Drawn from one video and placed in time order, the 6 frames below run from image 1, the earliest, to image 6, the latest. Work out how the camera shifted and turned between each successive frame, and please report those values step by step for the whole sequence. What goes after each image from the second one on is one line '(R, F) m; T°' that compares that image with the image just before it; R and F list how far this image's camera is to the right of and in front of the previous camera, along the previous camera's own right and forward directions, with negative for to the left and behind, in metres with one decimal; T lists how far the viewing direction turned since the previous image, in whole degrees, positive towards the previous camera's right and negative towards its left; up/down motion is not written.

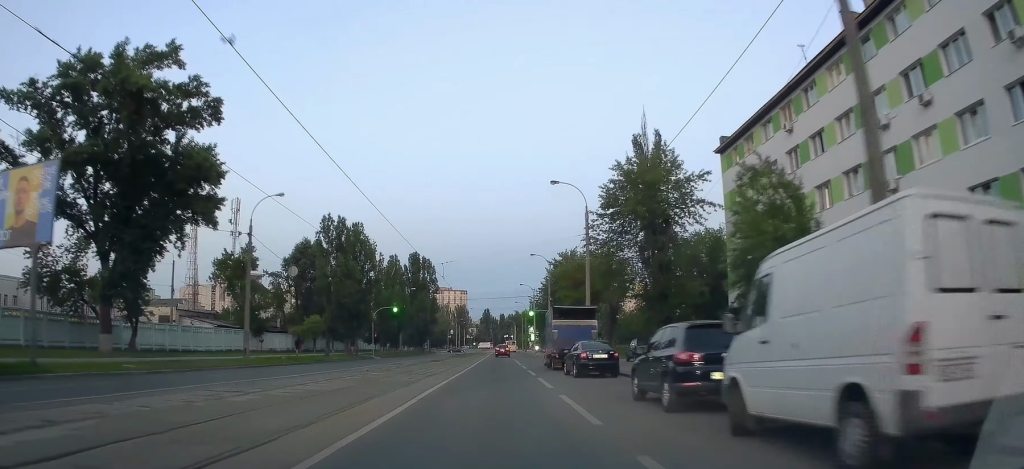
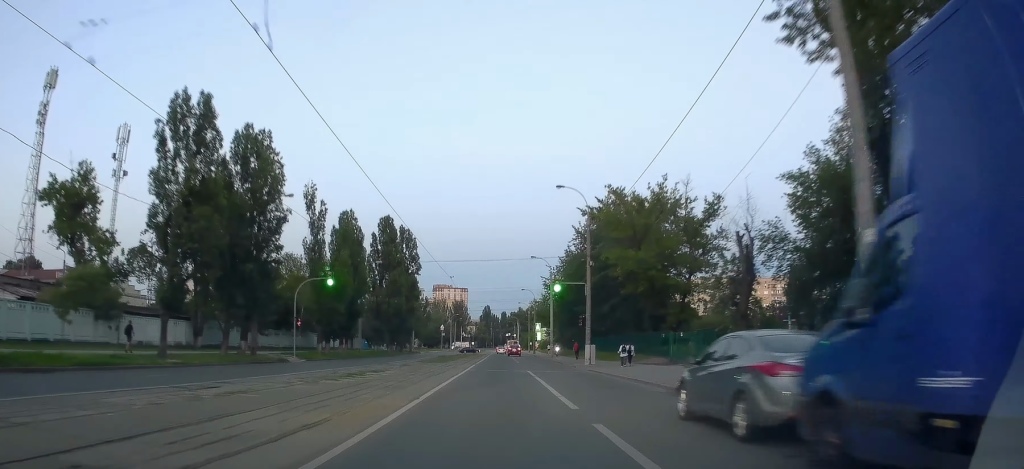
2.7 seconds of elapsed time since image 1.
(+0.2, +29.7) m; +3°
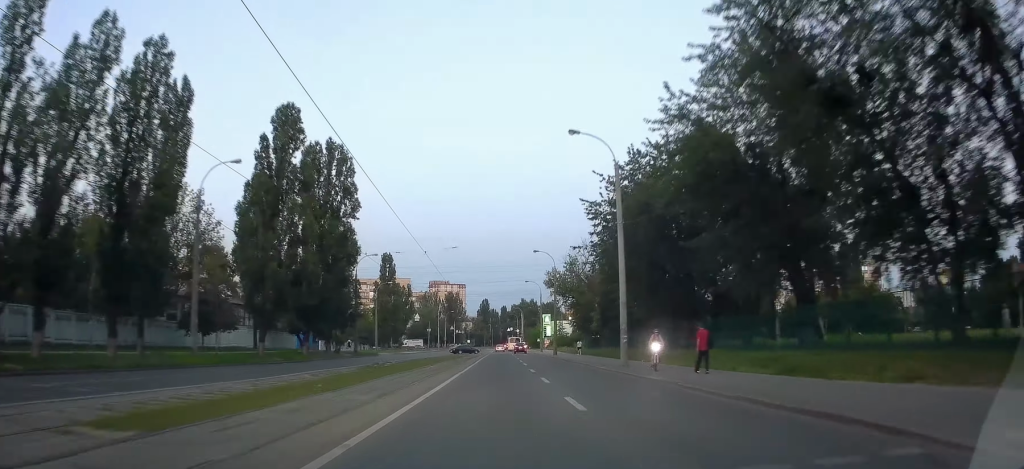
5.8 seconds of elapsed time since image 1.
(+0.6, +41.1) m; -1°
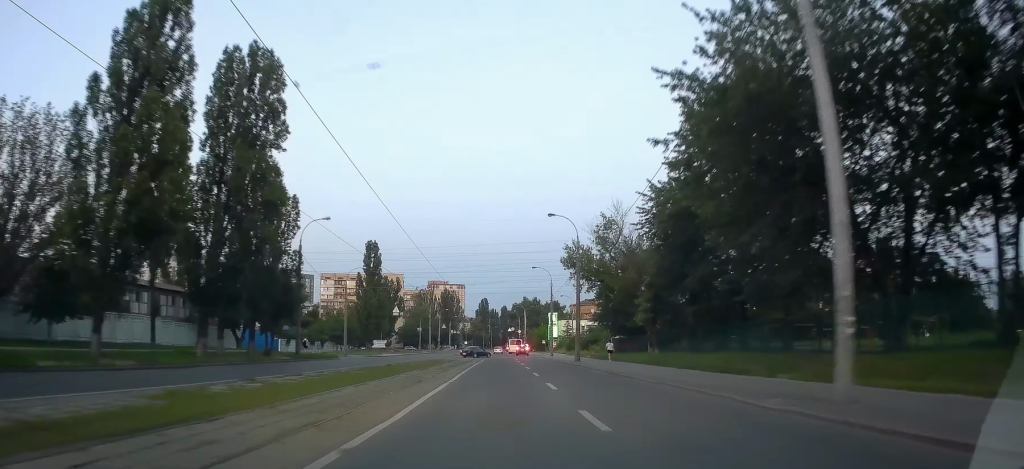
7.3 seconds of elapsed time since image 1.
(-0.2, +19.8) m; 0°
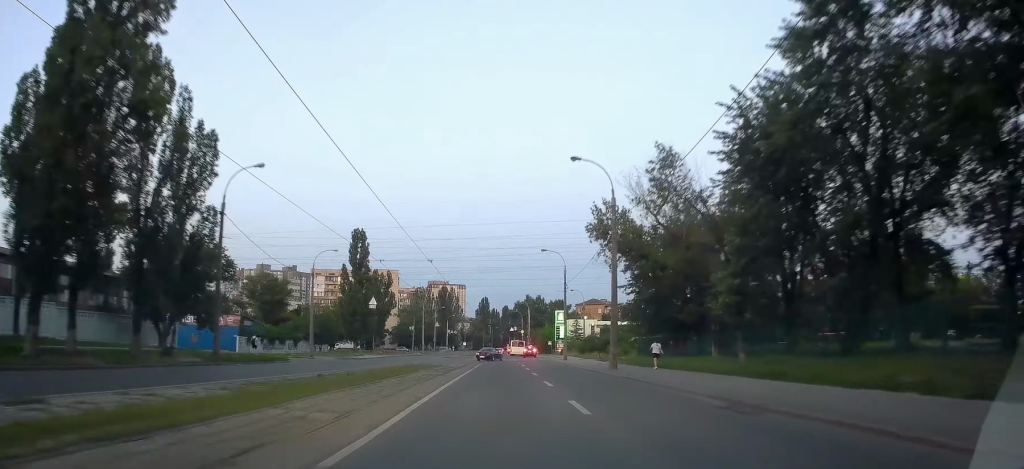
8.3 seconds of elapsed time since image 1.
(-0.1, +14.8) m; 0°
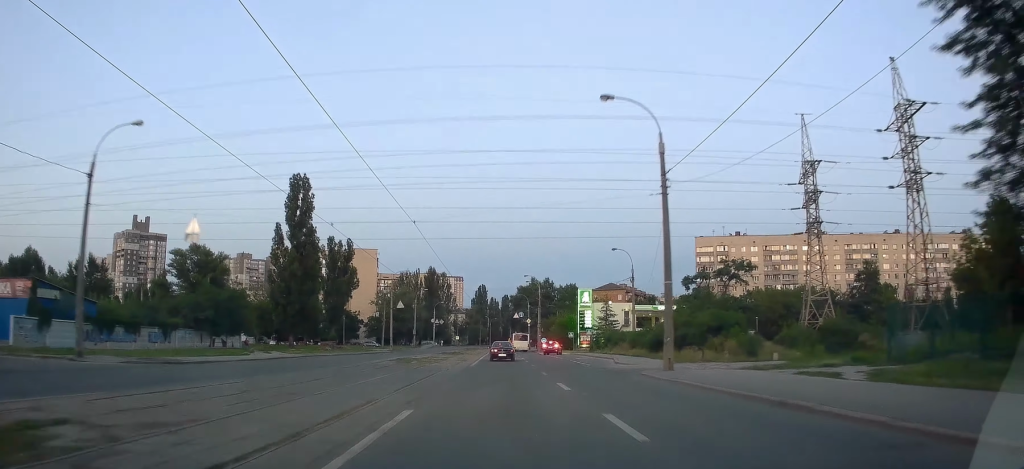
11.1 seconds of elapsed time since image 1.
(+0.6, +39.8) m; +1°
